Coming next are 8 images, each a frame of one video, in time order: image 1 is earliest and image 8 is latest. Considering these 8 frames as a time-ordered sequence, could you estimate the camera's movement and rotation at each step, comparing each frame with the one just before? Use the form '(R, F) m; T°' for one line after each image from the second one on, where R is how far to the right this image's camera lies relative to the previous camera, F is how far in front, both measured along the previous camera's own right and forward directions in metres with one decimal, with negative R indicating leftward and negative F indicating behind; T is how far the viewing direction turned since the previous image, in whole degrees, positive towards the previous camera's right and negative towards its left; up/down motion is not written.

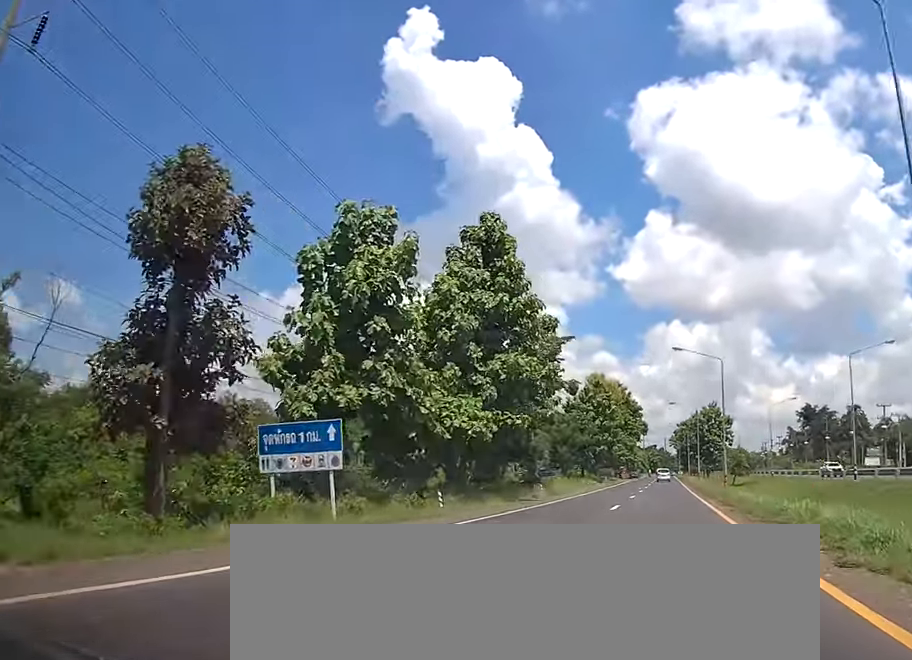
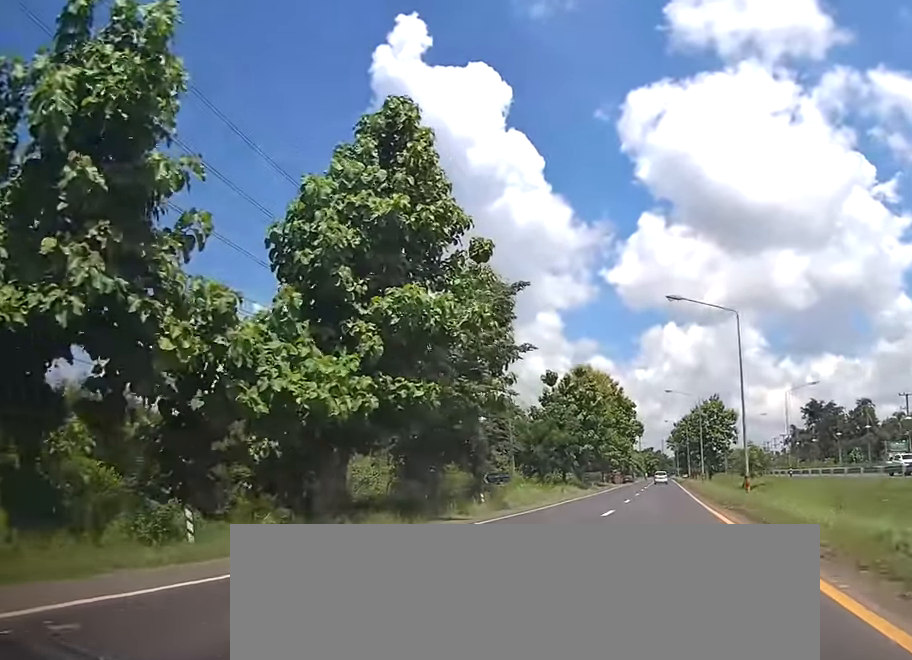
(+0.1, +13.6) m; 0°
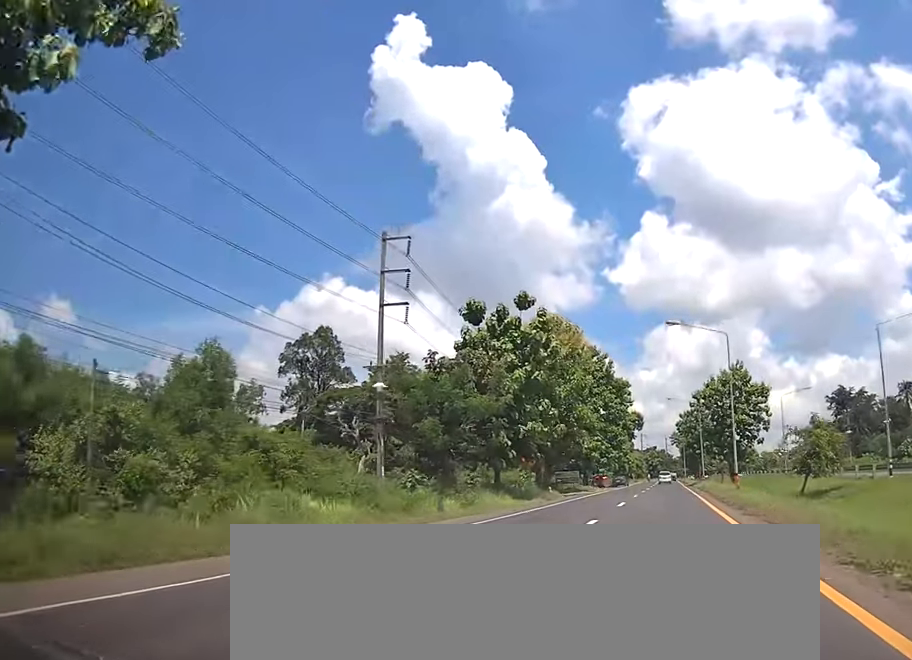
(0.0, +30.4) m; 0°
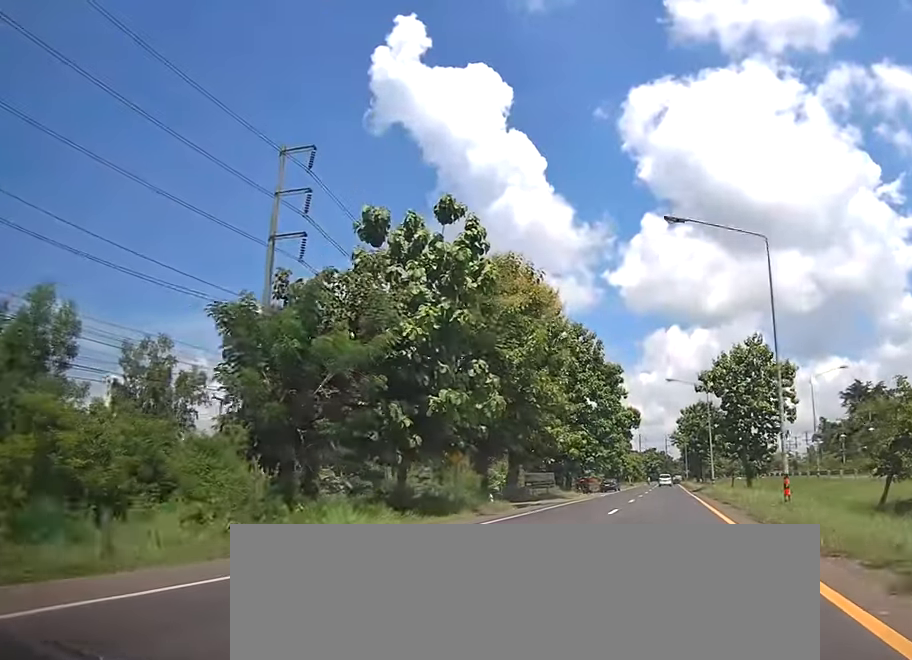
(0.0, +16.0) m; 0°
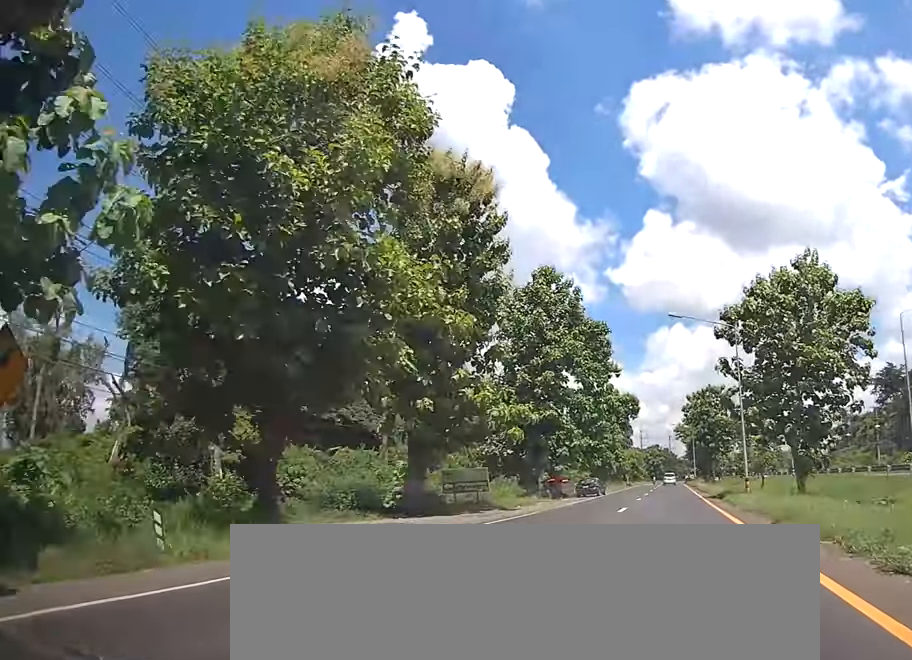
(0.0, +22.3) m; 0°
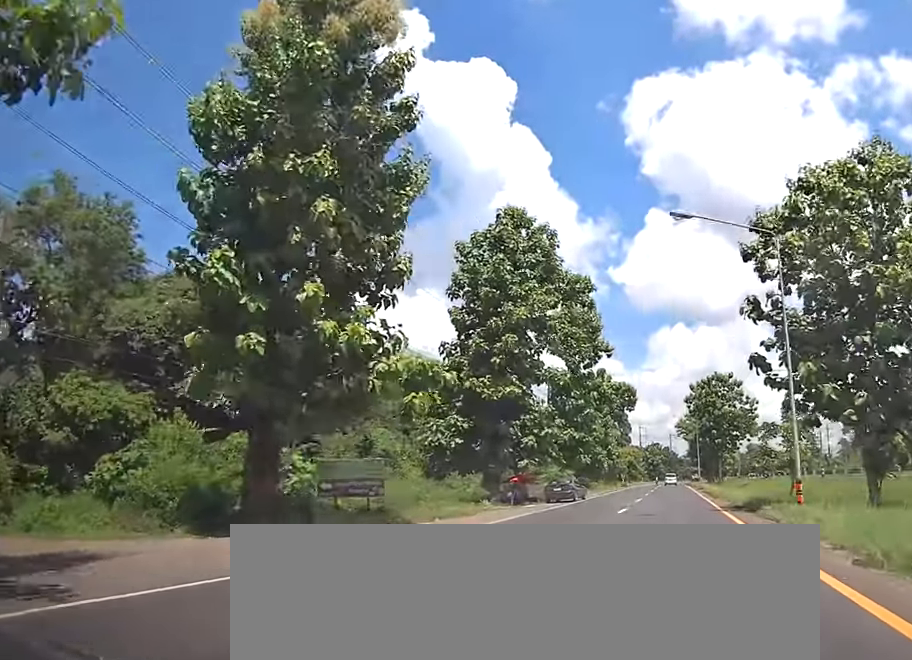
(-0.1, +13.6) m; 0°
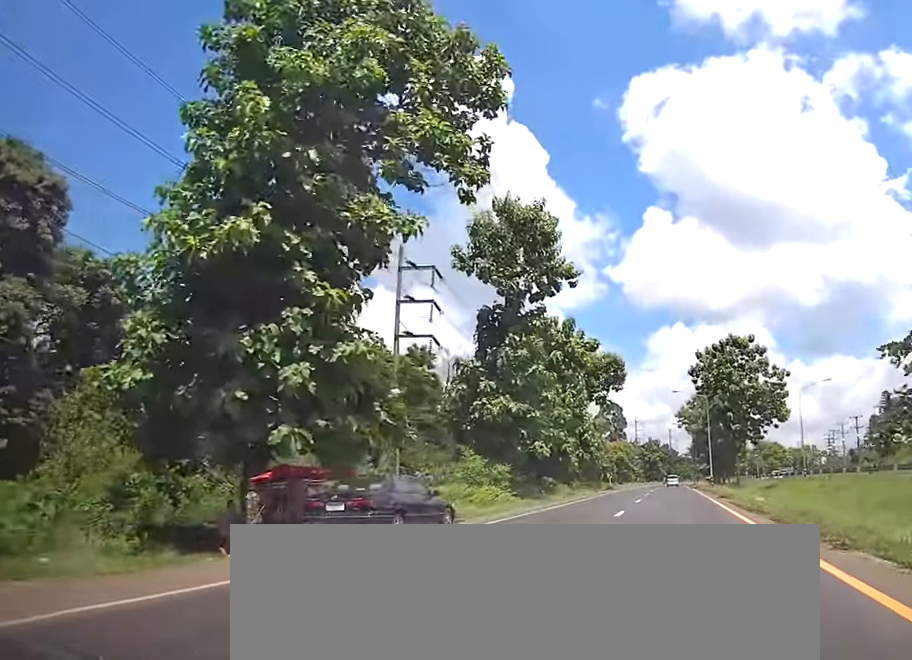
(0.0, +26.9) m; 0°
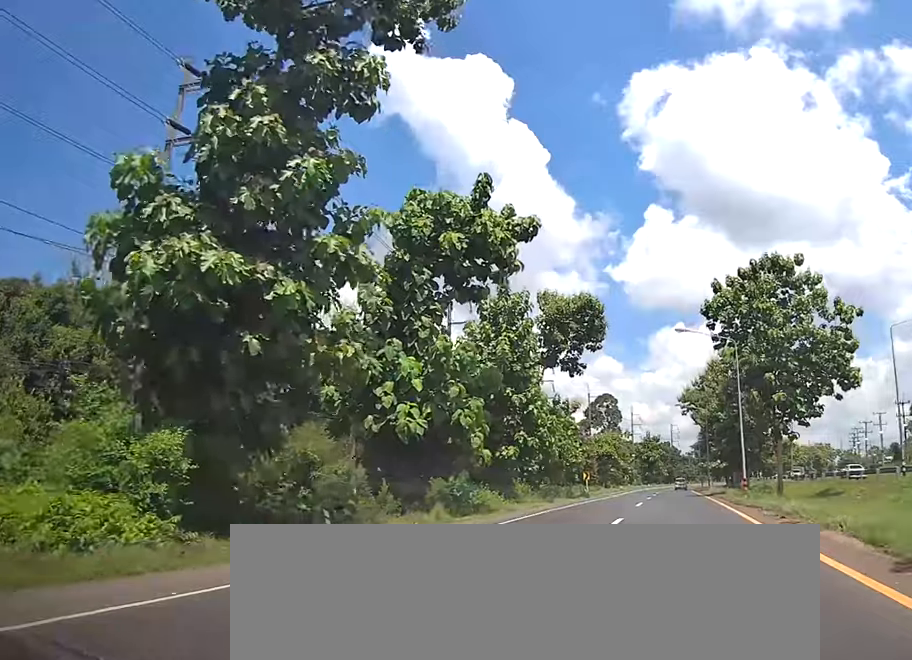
(+0.2, +28.2) m; 0°
